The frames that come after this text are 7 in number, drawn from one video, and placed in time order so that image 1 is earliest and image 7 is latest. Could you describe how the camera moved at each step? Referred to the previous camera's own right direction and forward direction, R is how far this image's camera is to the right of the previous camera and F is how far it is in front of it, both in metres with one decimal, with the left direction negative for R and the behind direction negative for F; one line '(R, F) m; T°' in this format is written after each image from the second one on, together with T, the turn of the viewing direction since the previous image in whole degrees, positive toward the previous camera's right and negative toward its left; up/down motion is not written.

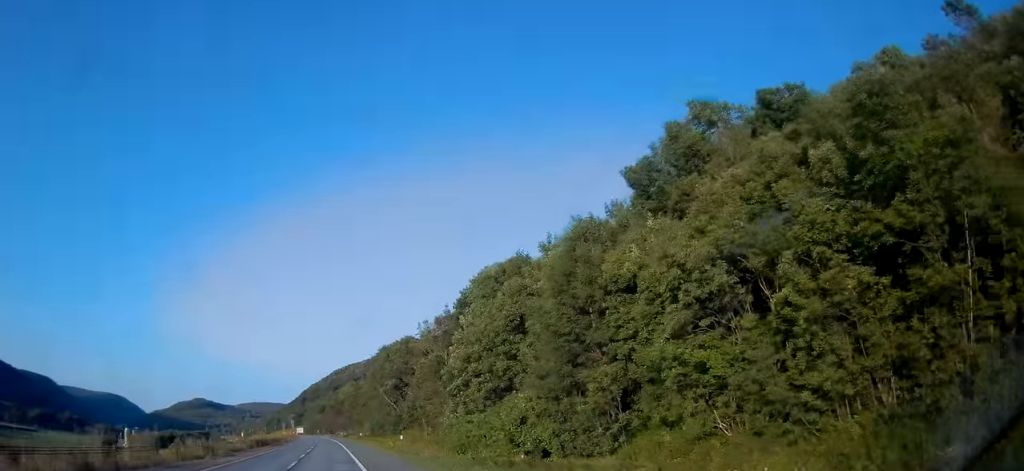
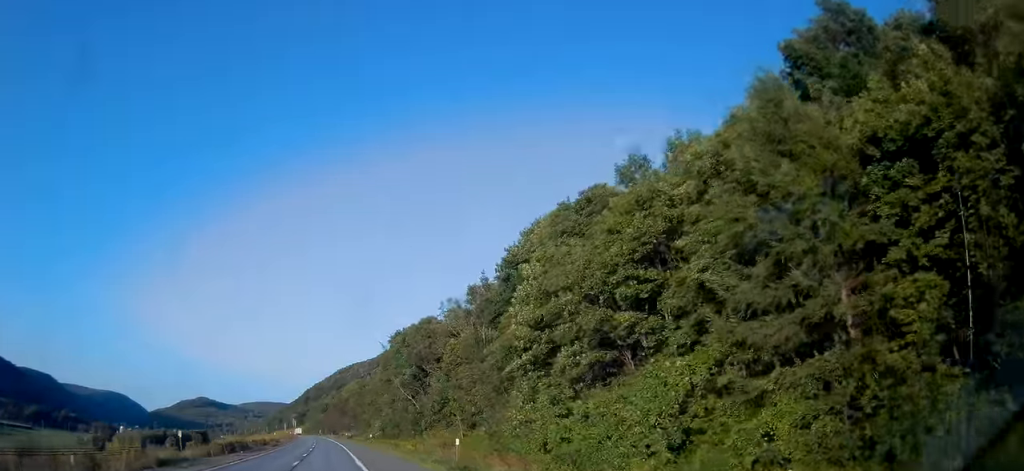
(-0.1, +23.2) m; -1°
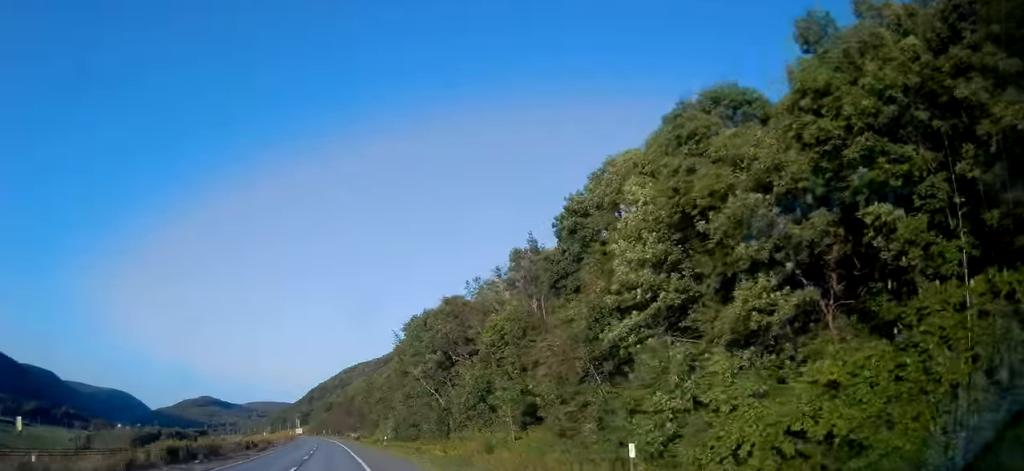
(-0.1, +17.5) m; -1°
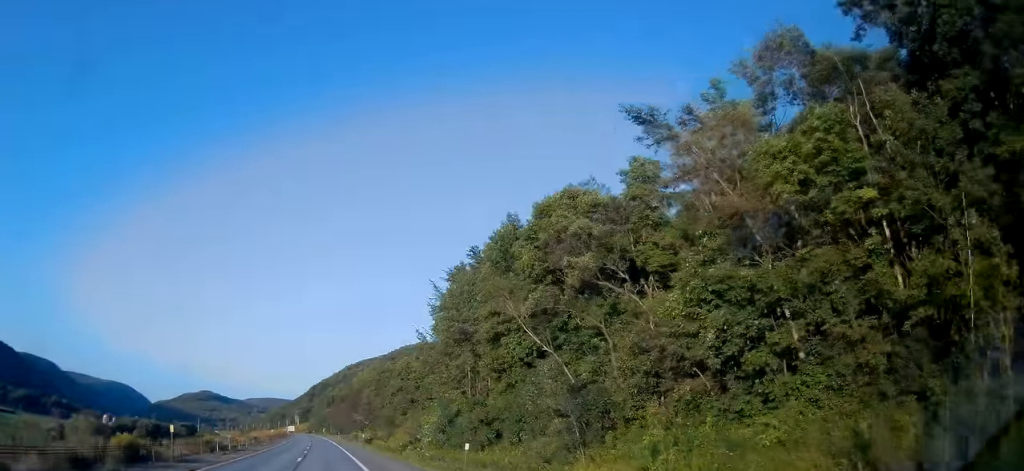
(0.0, +41.1) m; 0°
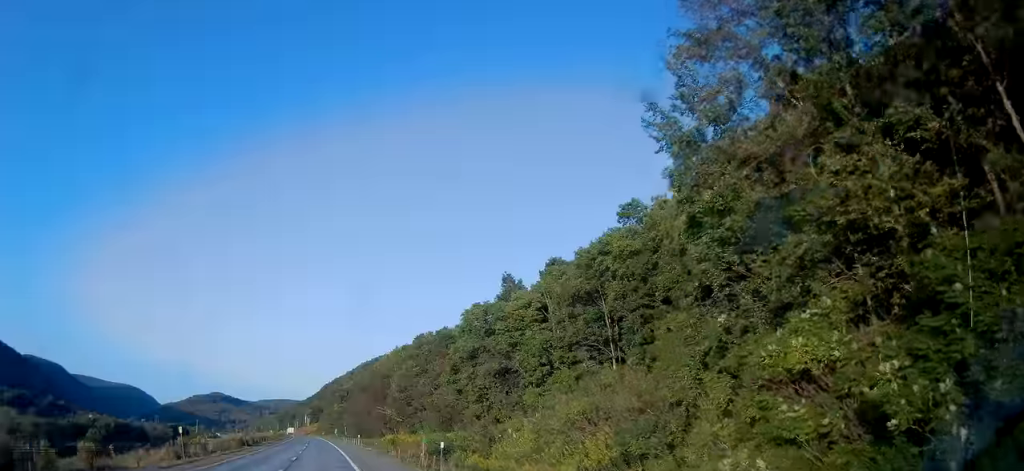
(-0.5, +57.2) m; -1°
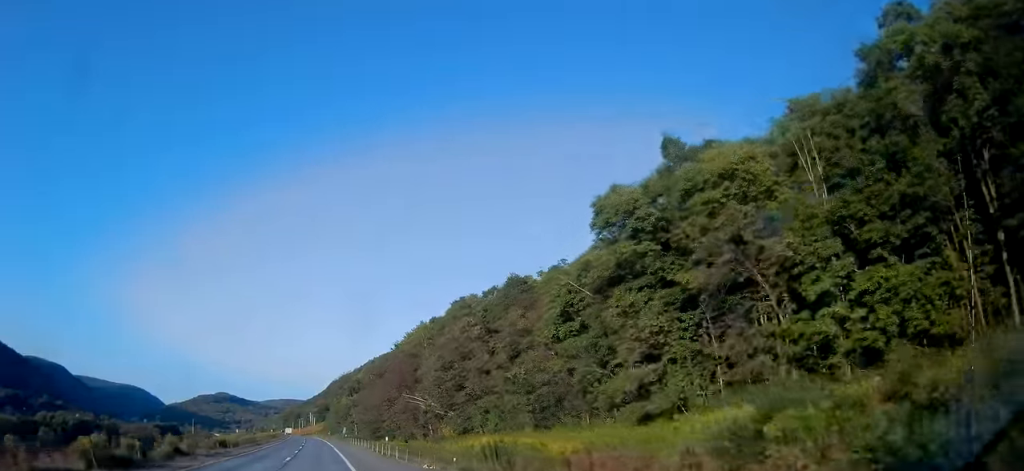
(-0.1, +33.5) m; -1°
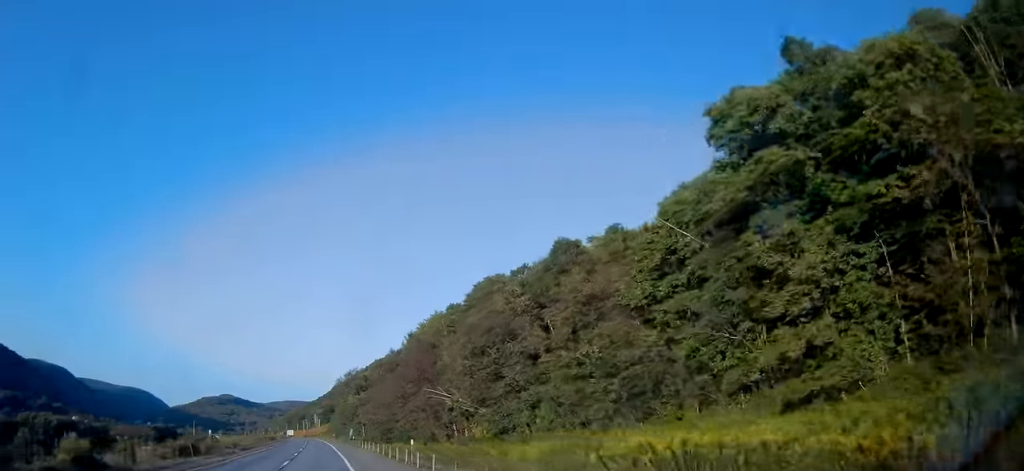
(+0.1, +11.8) m; 0°
